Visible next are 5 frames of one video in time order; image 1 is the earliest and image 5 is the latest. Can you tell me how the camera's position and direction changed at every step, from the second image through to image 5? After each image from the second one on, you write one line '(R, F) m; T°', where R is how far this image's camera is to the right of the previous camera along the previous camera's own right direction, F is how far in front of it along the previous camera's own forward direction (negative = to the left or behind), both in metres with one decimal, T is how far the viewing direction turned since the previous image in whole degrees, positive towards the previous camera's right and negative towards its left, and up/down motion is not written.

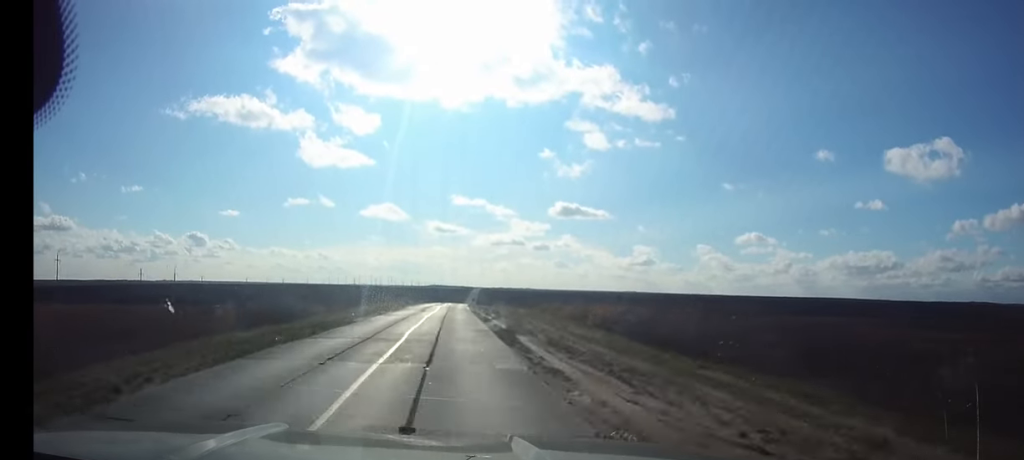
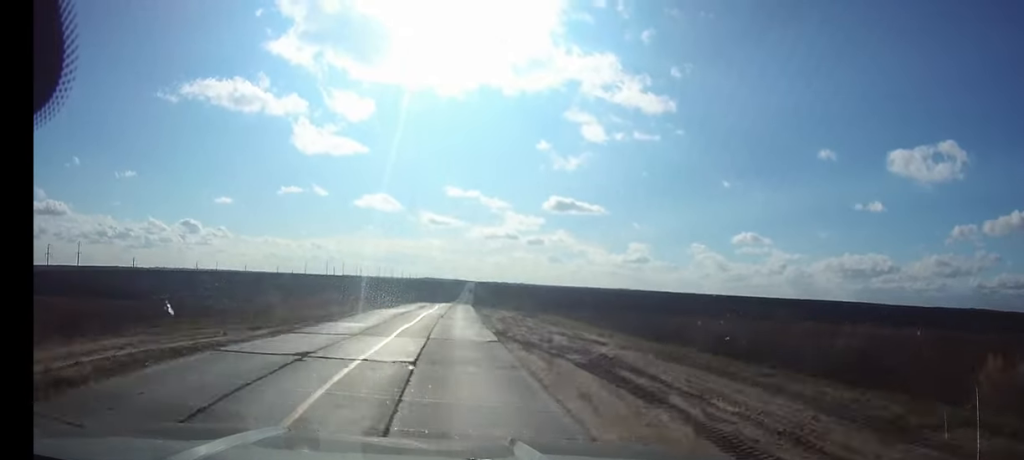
(+0.4, +51.2) m; +1°
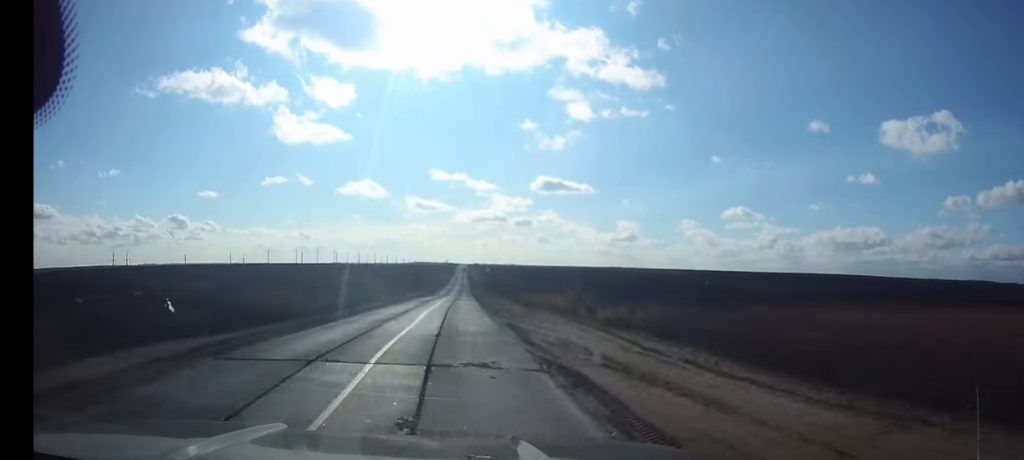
(+0.8, +54.1) m; +1°
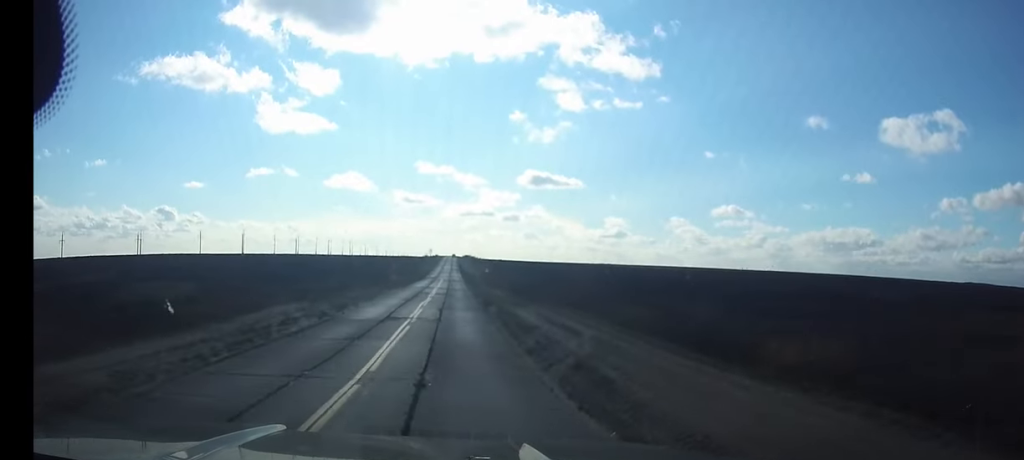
(+0.2, +71.7) m; 0°
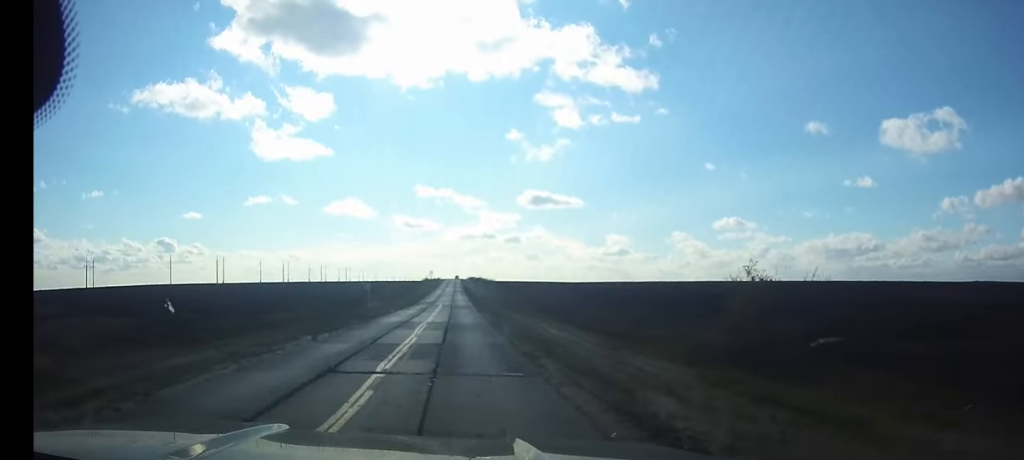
(0.0, +28.7) m; 0°
